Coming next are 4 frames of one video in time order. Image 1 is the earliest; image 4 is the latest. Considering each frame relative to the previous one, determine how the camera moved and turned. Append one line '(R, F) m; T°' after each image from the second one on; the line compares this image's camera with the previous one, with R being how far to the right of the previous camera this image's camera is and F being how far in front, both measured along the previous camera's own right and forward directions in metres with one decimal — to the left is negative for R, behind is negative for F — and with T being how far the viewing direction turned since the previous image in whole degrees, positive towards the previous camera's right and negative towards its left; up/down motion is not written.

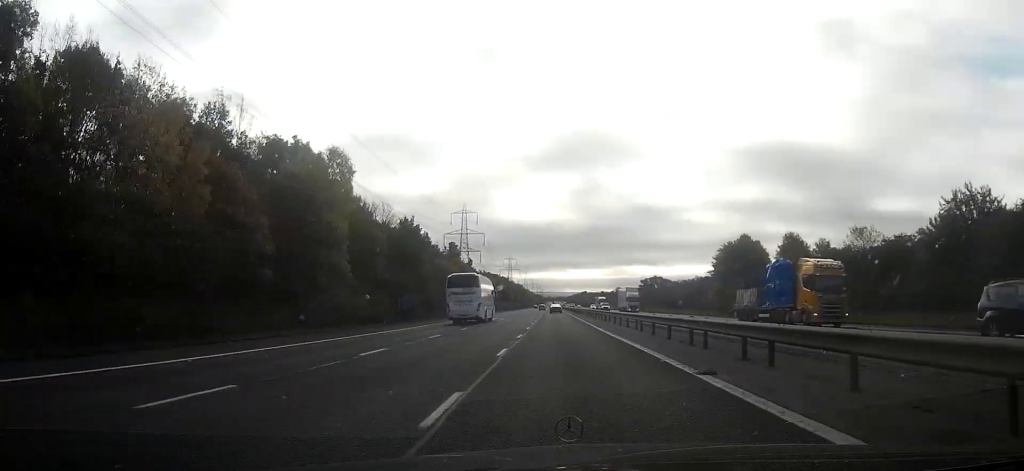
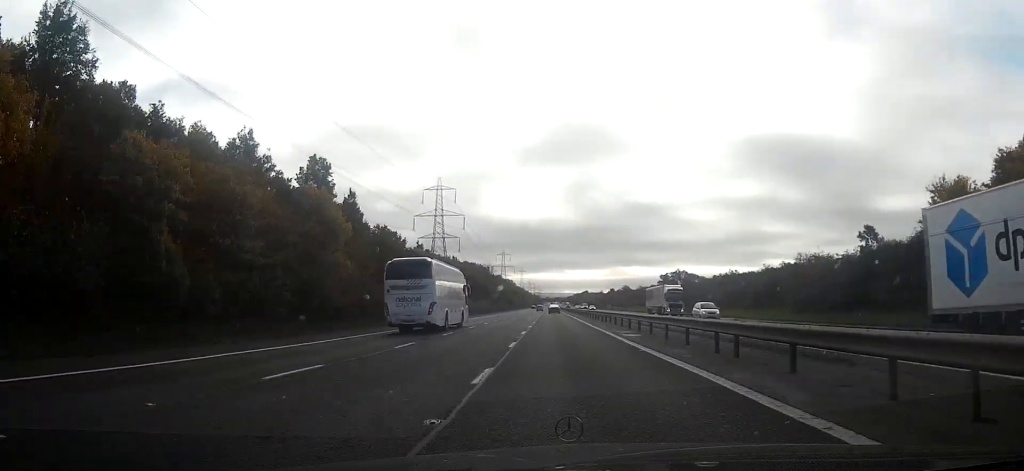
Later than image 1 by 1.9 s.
(0.0, +68.0) m; 0°
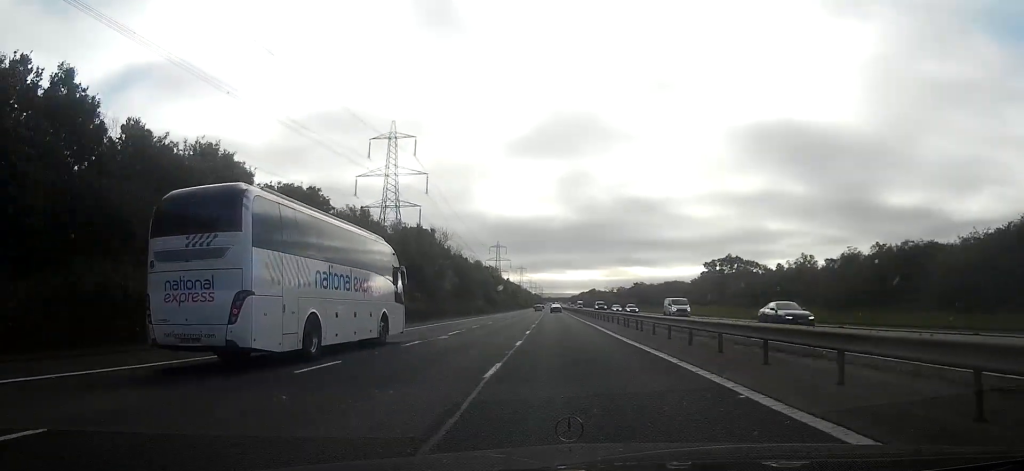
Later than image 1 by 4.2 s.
(+0.2, +79.7) m; 0°
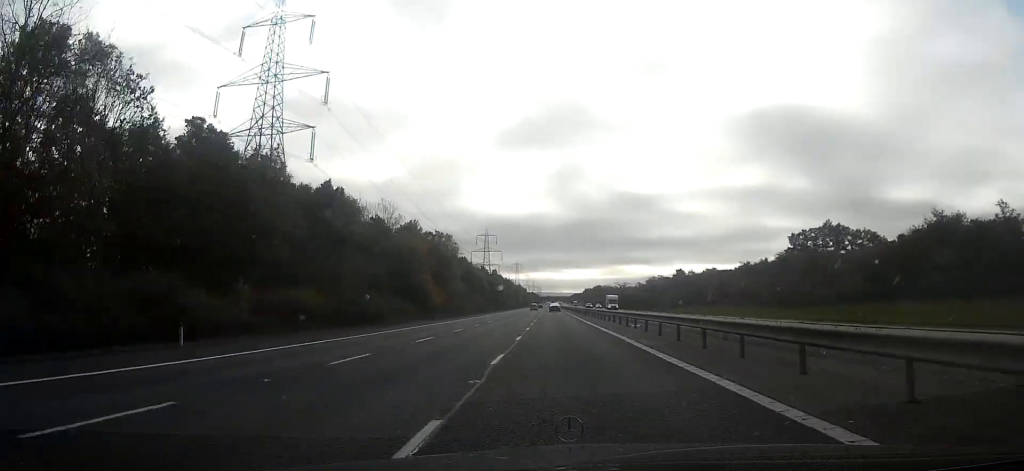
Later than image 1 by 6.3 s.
(+0.1, +78.4) m; 0°
